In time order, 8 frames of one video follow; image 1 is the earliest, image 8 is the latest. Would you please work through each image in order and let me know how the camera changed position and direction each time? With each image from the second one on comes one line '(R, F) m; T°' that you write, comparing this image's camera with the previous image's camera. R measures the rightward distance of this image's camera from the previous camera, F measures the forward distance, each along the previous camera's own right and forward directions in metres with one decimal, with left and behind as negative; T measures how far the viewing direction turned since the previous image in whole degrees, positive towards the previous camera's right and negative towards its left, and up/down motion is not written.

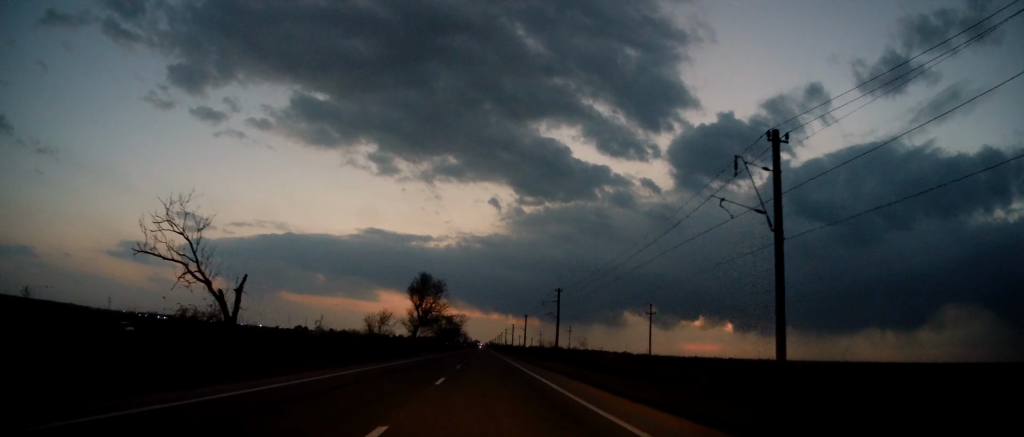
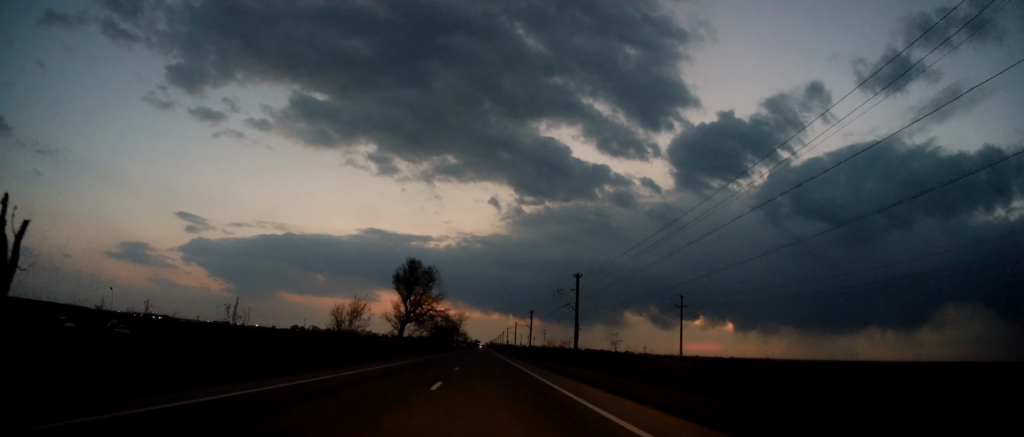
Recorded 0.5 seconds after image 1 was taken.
(0.0, +13.5) m; 0°
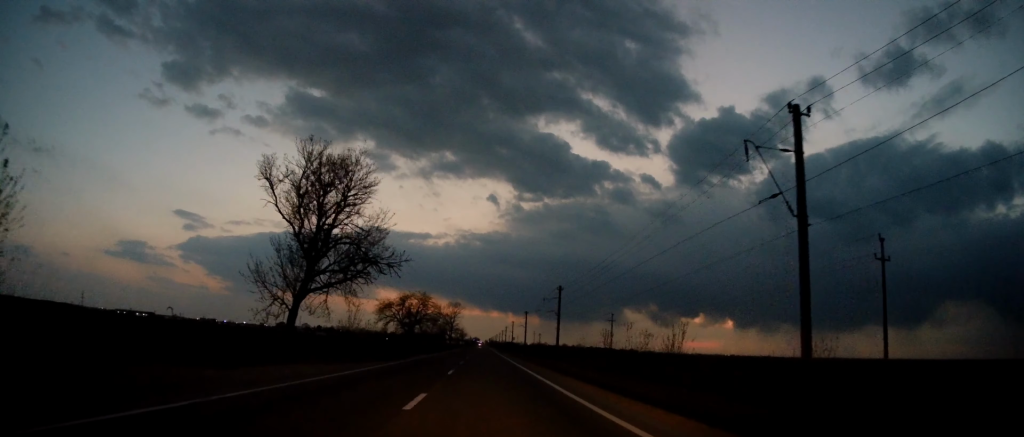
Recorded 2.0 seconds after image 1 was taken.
(0.0, +39.7) m; 0°
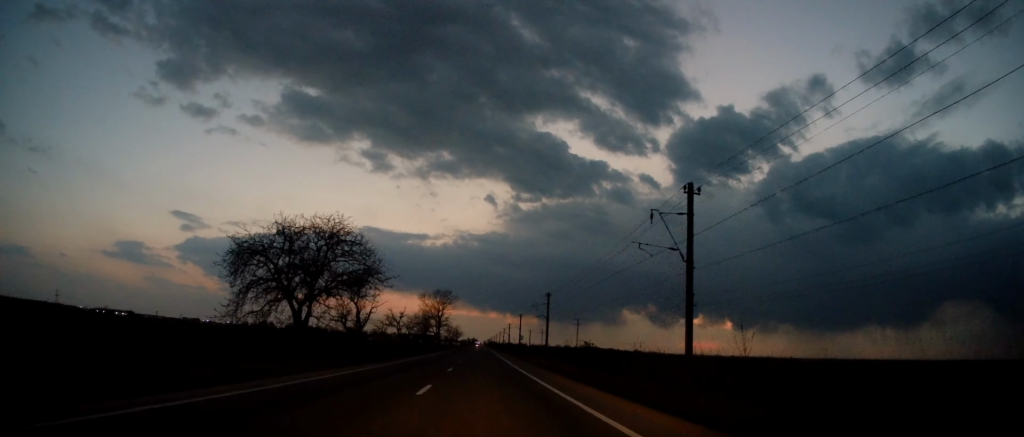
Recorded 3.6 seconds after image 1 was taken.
(+0.7, +43.3) m; +1°
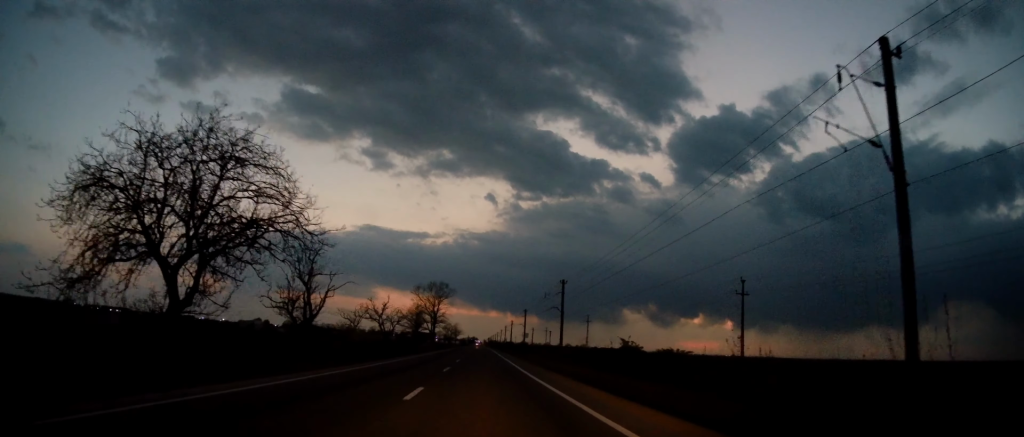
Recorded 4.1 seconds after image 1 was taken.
(0.0, +13.5) m; 0°
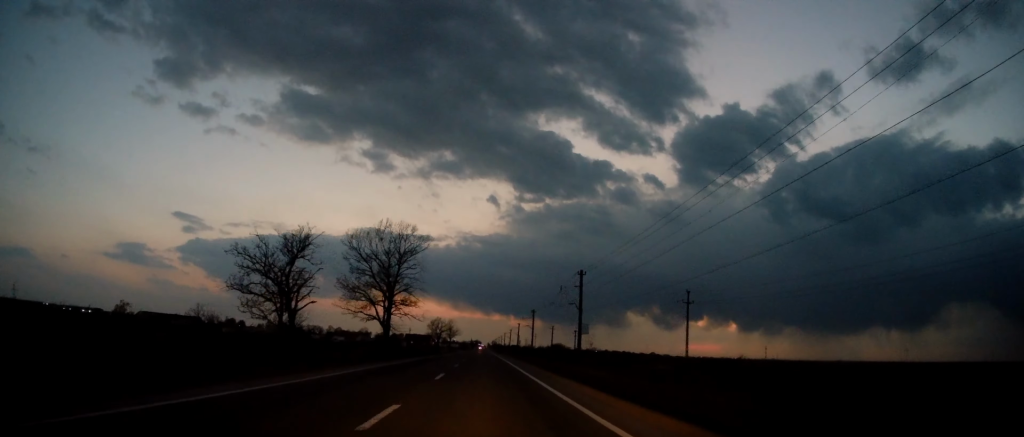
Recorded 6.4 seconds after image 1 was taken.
(-1.0, +62.2) m; -1°
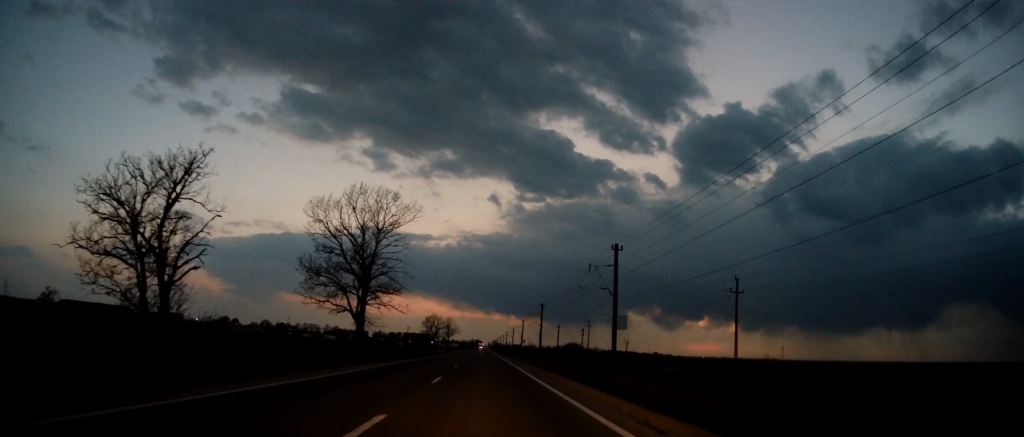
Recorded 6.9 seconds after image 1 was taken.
(0.0, +13.5) m; 0°
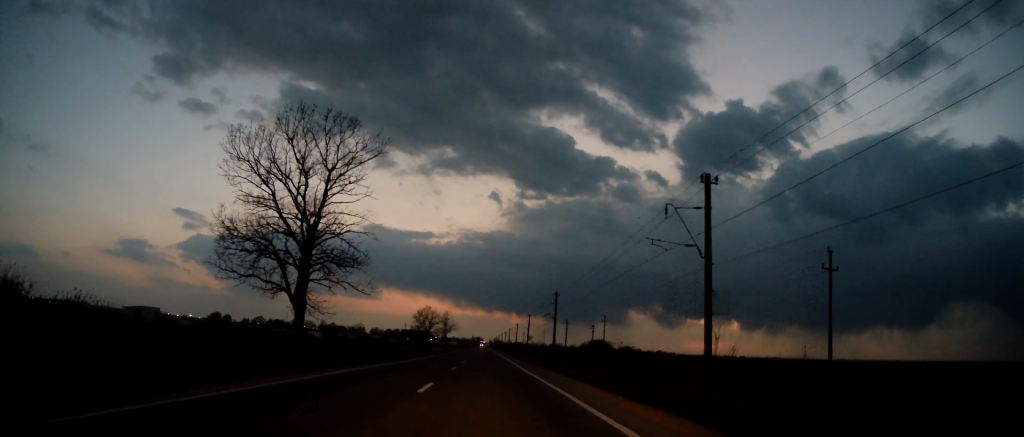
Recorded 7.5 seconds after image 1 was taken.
(0.0, +16.2) m; -1°
